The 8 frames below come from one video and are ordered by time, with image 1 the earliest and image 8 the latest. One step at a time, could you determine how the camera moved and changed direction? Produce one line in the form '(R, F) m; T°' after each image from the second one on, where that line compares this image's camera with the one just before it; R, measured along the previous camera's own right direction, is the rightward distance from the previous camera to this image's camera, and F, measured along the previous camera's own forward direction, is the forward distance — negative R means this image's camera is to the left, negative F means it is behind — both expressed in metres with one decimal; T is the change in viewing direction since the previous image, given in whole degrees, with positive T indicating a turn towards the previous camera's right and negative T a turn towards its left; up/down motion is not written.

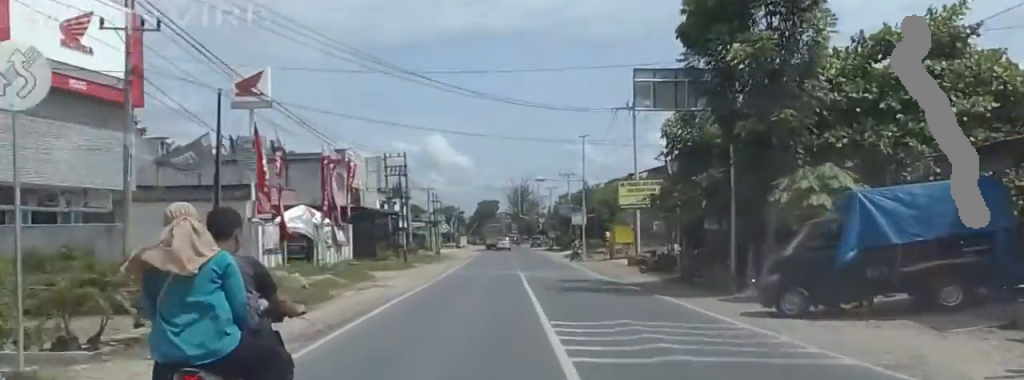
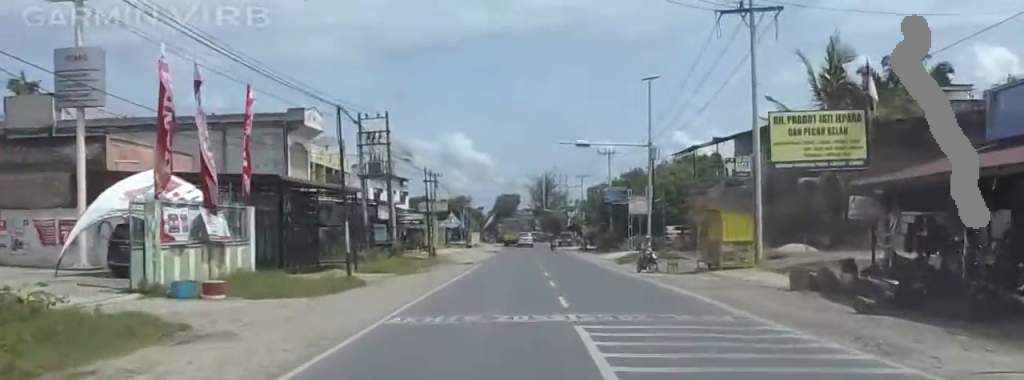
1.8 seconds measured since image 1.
(+0.3, +27.0) m; -1°
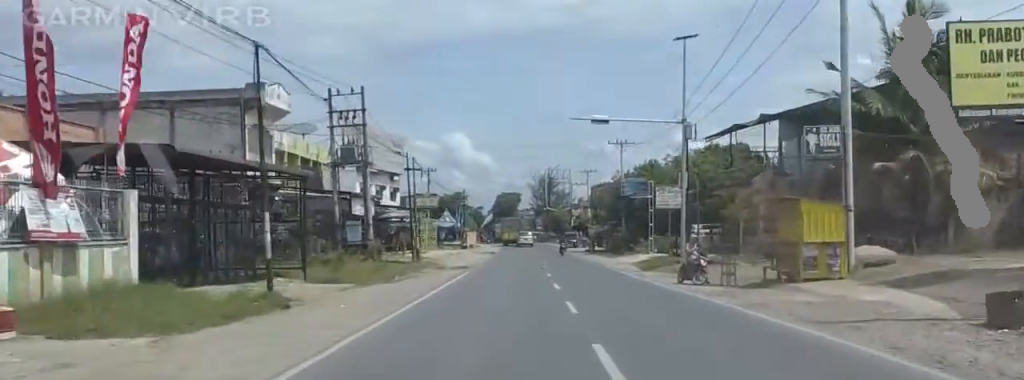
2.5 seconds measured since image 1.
(-0.3, +9.8) m; -2°
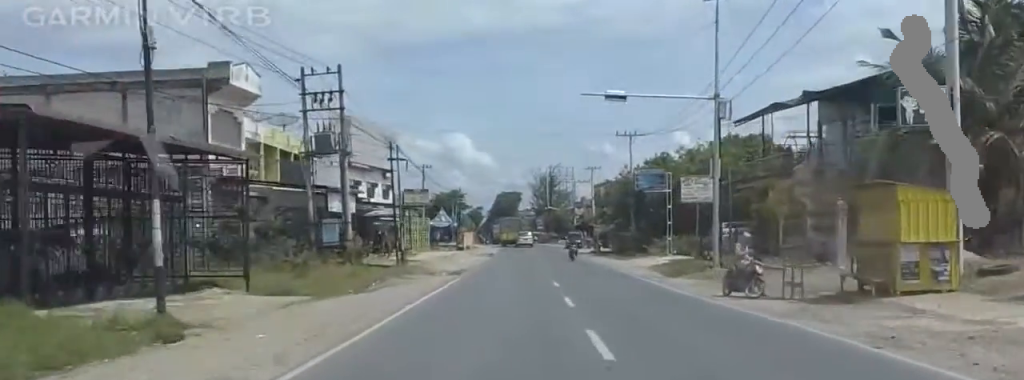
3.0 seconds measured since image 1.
(0.0, +6.3) m; 0°
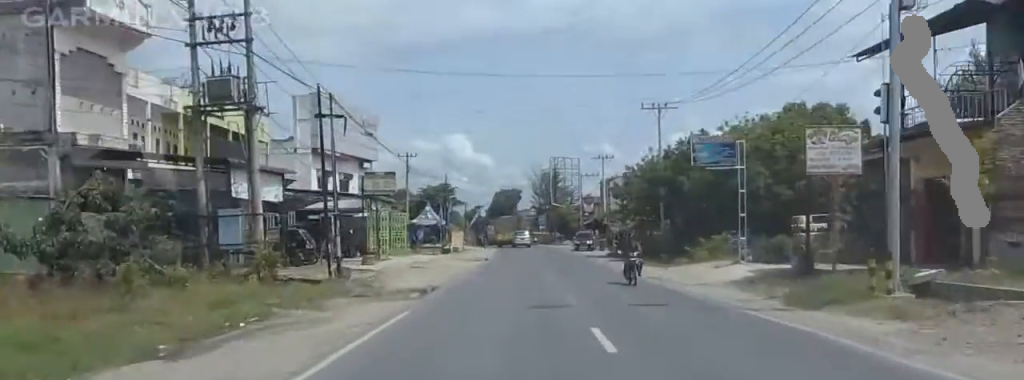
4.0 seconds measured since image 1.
(0.0, +14.7) m; +1°
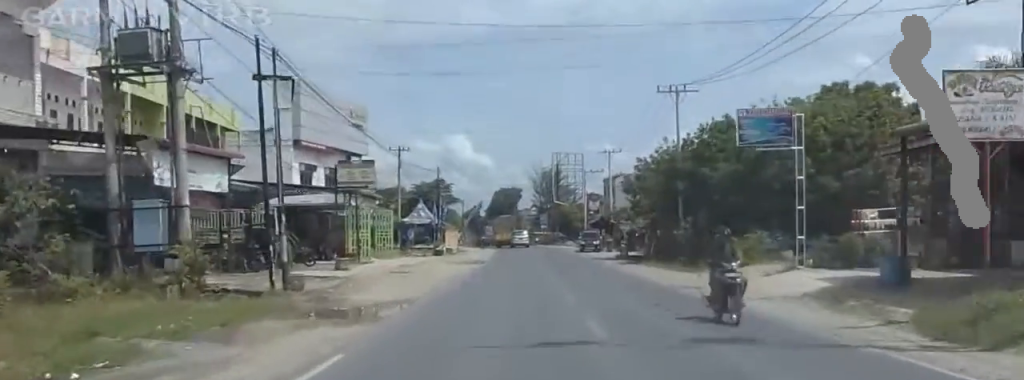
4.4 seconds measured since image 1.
(-0.1, +6.1) m; +1°
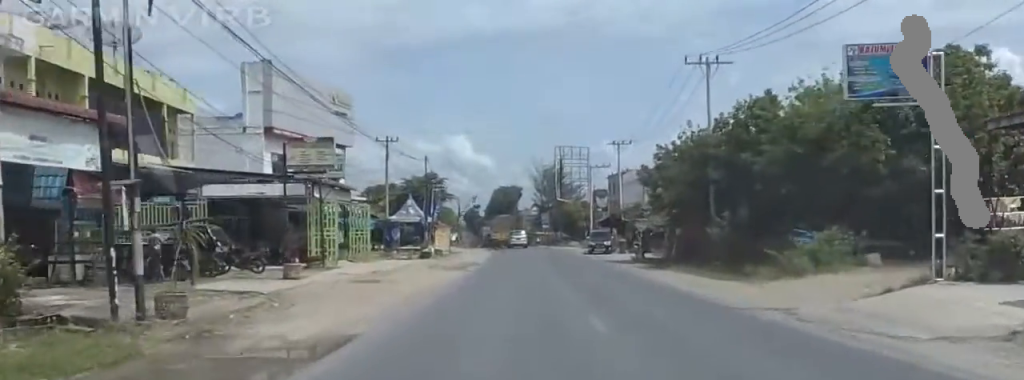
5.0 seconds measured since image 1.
(+0.2, +7.6) m; +2°
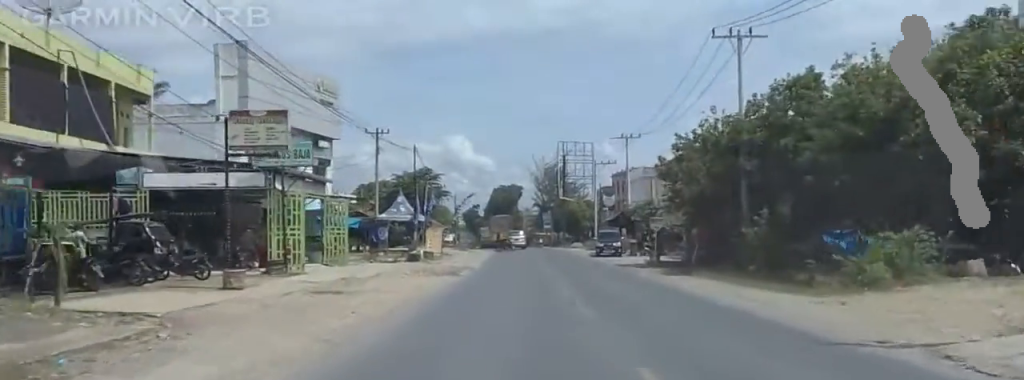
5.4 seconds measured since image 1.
(0.0, +5.5) m; +1°
